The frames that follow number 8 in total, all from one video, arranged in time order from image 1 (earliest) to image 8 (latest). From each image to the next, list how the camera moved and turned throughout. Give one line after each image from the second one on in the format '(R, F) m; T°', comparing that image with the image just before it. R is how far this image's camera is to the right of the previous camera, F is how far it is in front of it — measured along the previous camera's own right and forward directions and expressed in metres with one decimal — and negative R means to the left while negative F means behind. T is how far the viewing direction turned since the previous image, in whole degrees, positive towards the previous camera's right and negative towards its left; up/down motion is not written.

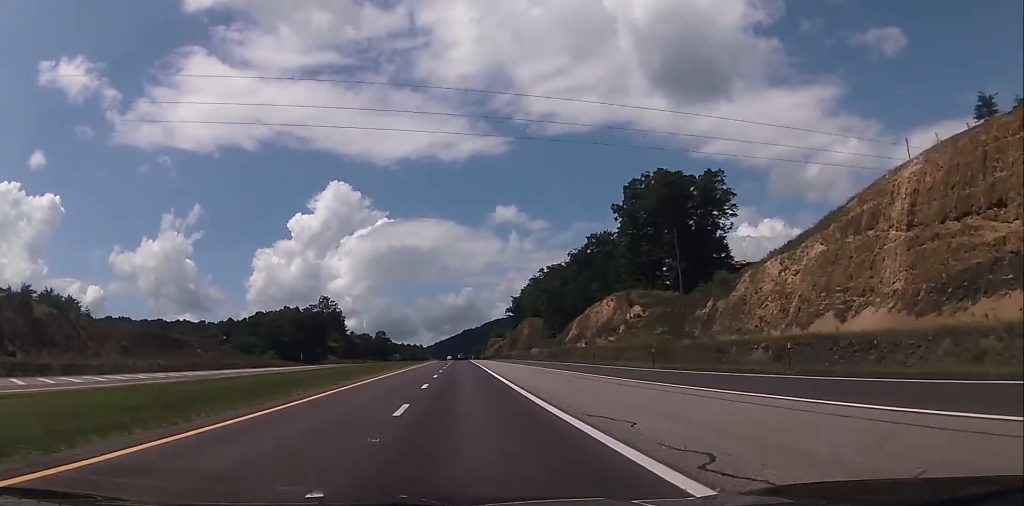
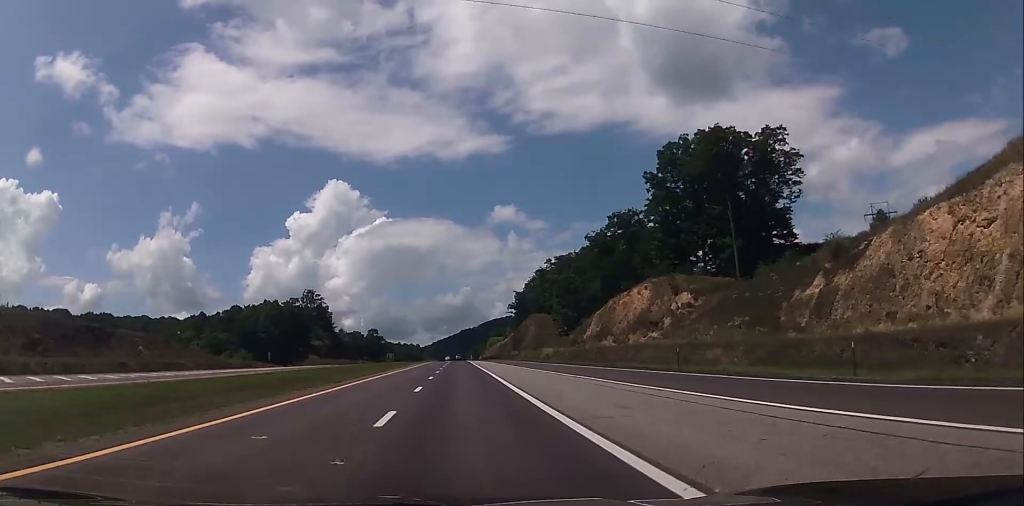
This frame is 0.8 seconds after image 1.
(-0.1, +26.5) m; 0°
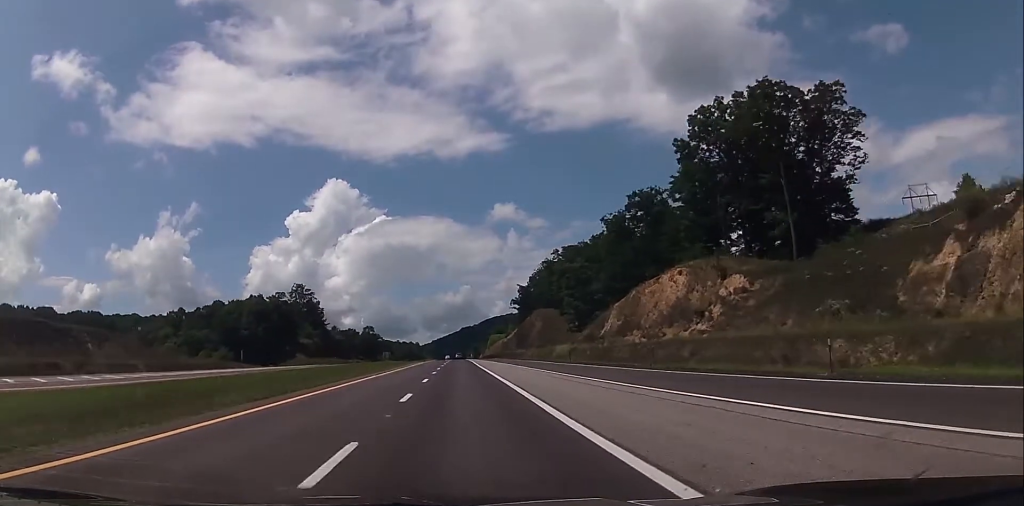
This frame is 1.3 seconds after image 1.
(-0.1, +17.7) m; 0°
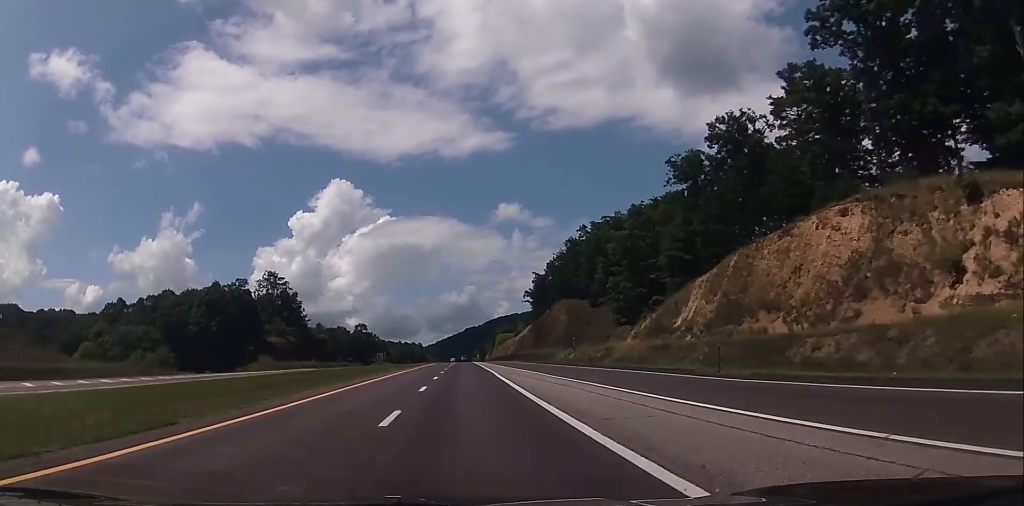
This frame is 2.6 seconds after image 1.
(+0.5, +42.3) m; 0°
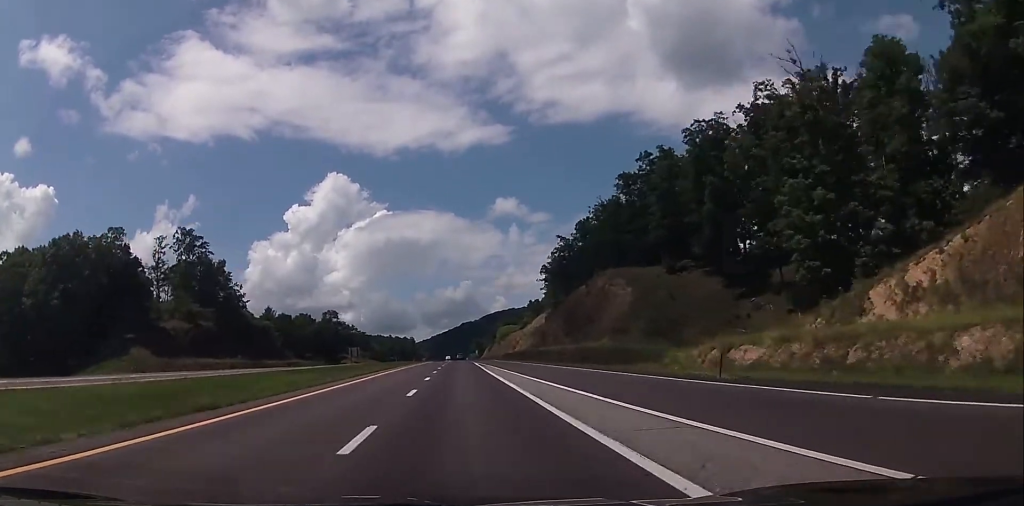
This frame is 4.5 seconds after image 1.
(-0.4, +64.4) m; 0°
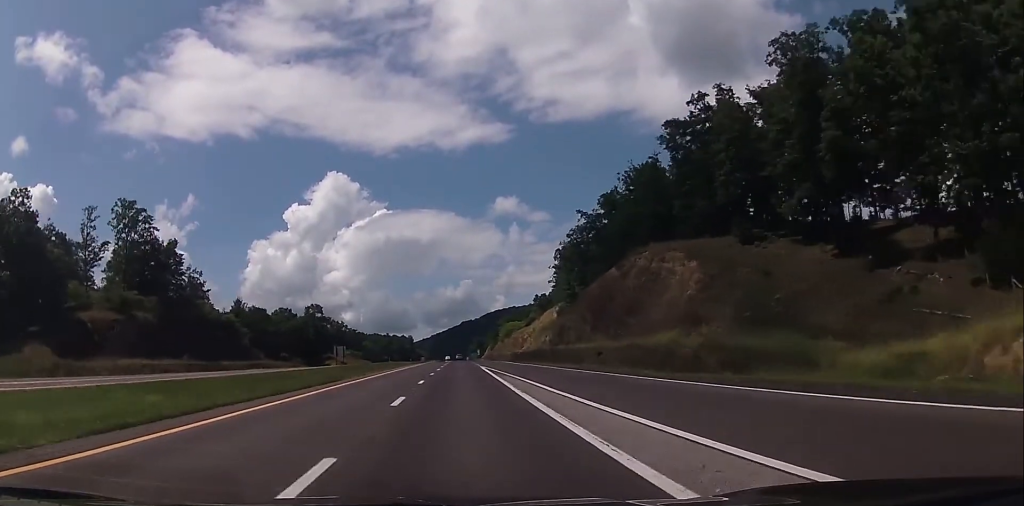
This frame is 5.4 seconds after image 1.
(+0.3, +27.7) m; 0°
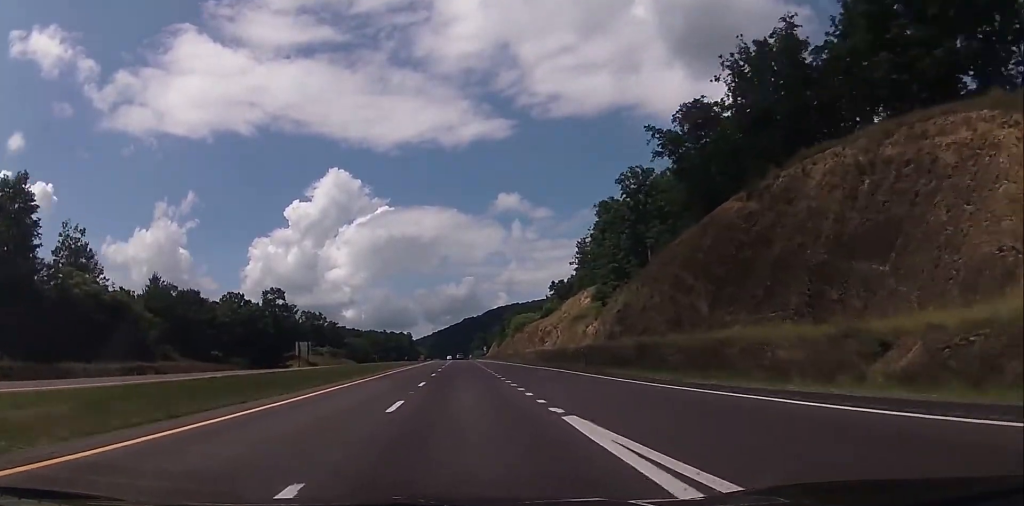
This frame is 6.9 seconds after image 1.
(-0.1, +49.9) m; +1°
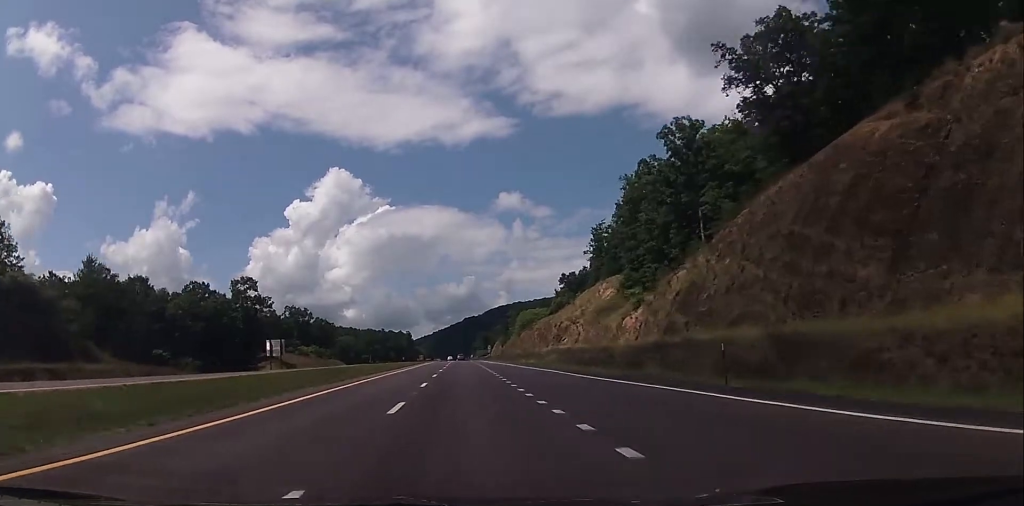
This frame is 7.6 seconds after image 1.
(+0.2, +24.4) m; 0°
